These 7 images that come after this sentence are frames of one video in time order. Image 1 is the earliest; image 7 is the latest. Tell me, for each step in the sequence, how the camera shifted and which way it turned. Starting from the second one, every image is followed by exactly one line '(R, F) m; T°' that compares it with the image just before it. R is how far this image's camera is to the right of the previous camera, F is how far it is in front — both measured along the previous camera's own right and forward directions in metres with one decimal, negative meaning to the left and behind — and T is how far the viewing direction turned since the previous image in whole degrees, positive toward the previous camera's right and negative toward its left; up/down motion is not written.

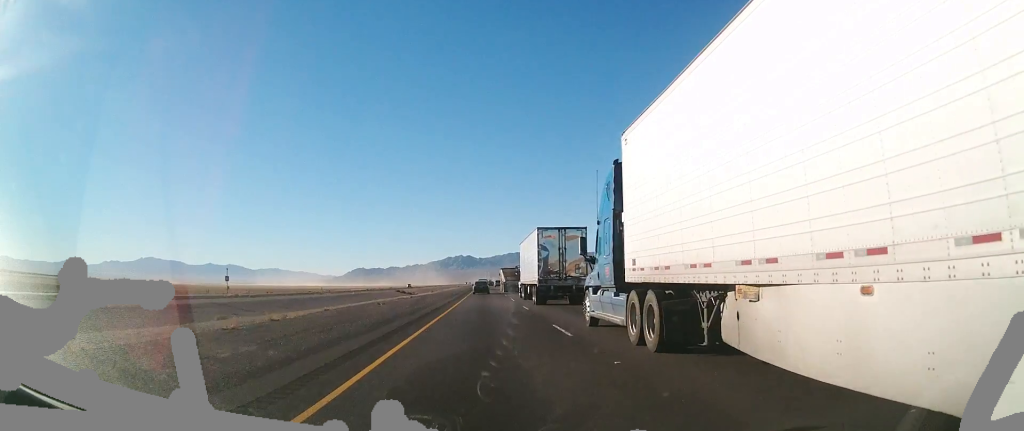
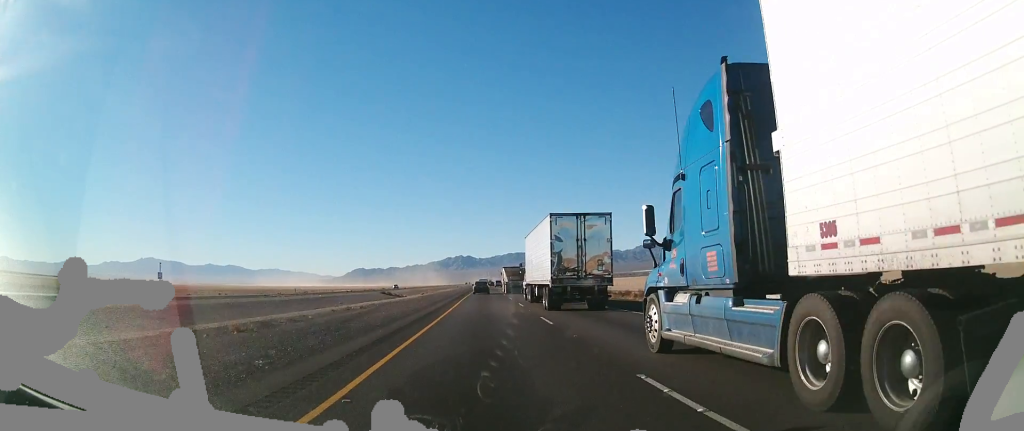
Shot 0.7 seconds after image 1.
(+0.4, +24.6) m; 0°
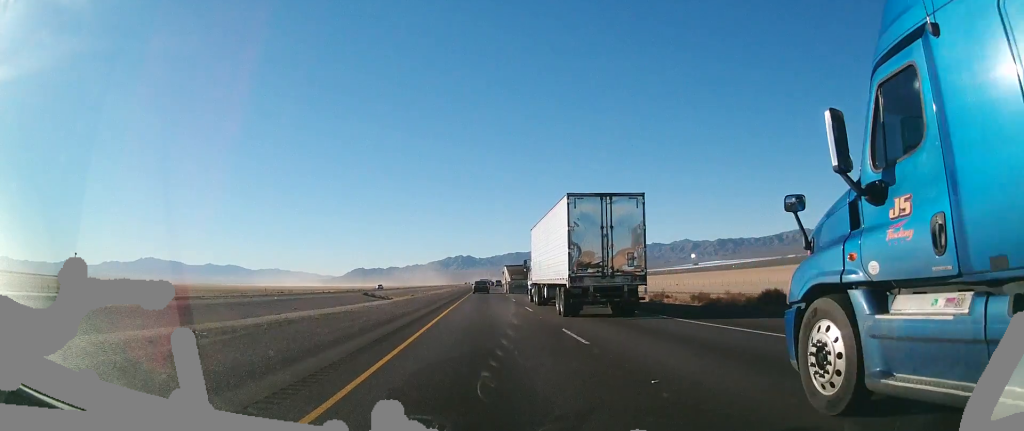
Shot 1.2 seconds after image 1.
(0.0, +20.8) m; 0°
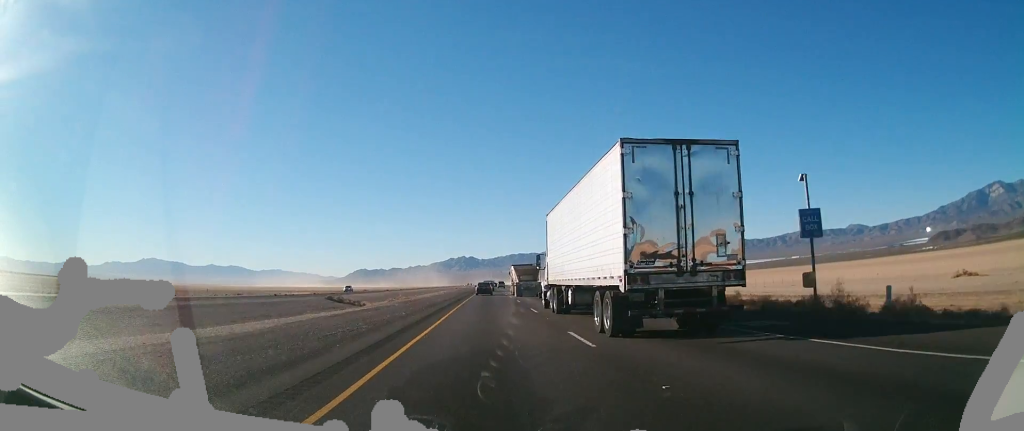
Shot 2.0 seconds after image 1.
(-0.2, +29.4) m; 0°
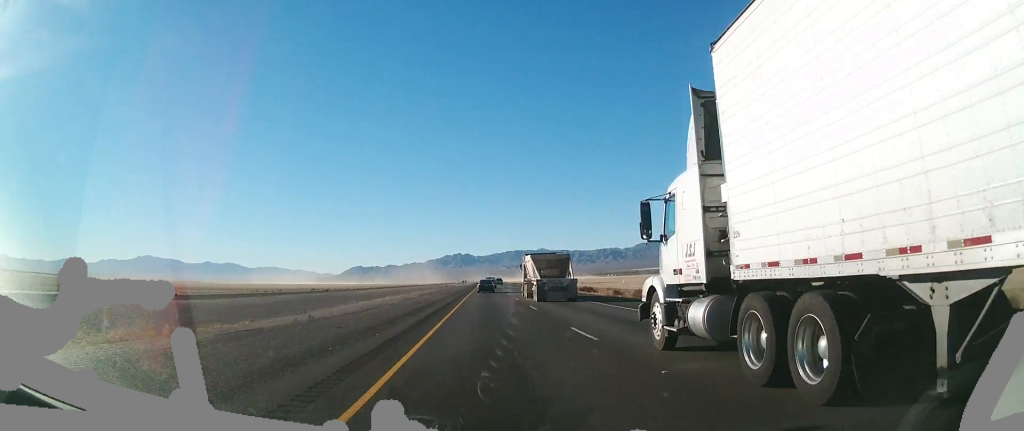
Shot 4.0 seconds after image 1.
(-0.3, +71.1) m; 0°
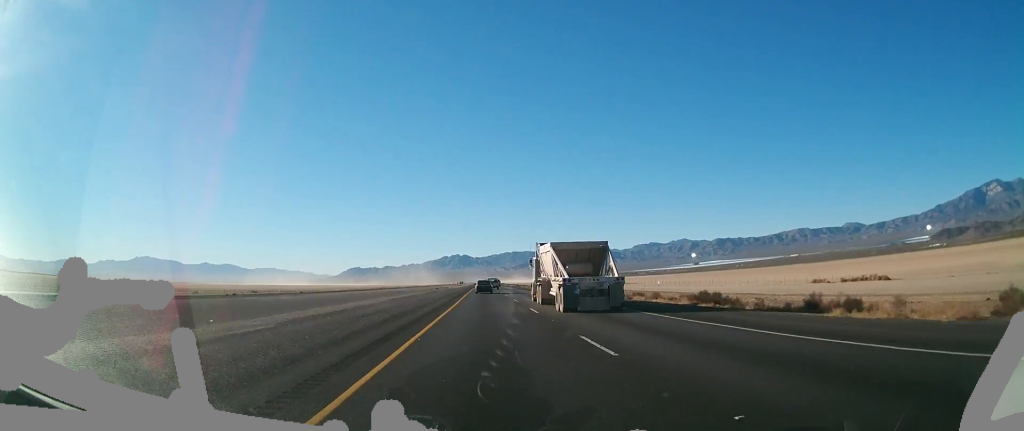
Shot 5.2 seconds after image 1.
(+0.5, +46.7) m; +1°
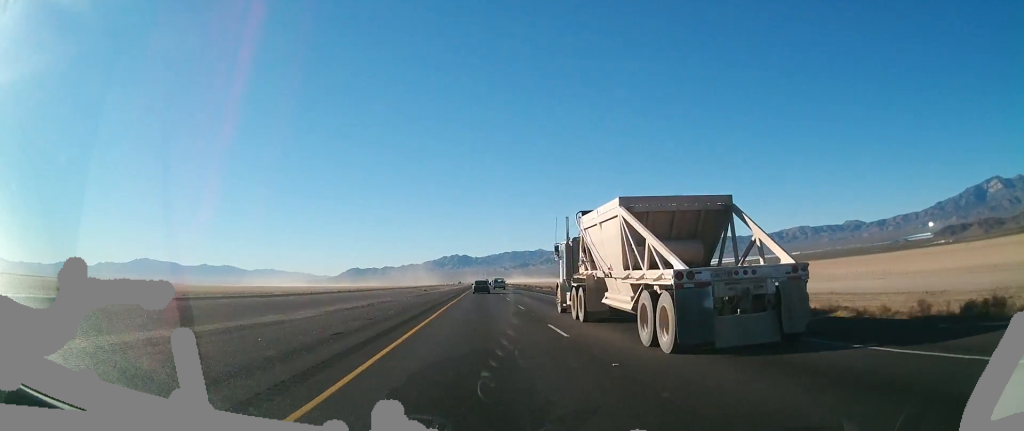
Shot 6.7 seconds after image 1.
(+0.4, +55.1) m; 0°
